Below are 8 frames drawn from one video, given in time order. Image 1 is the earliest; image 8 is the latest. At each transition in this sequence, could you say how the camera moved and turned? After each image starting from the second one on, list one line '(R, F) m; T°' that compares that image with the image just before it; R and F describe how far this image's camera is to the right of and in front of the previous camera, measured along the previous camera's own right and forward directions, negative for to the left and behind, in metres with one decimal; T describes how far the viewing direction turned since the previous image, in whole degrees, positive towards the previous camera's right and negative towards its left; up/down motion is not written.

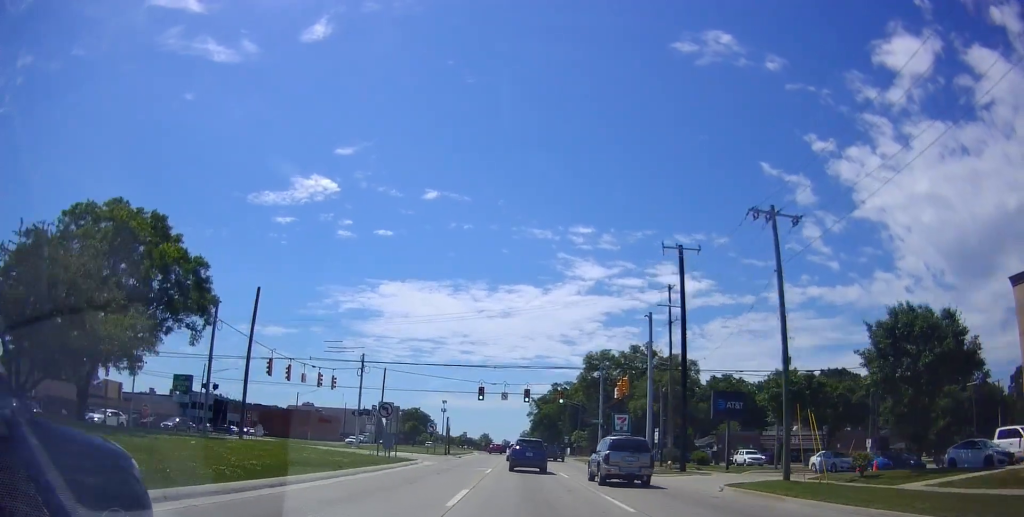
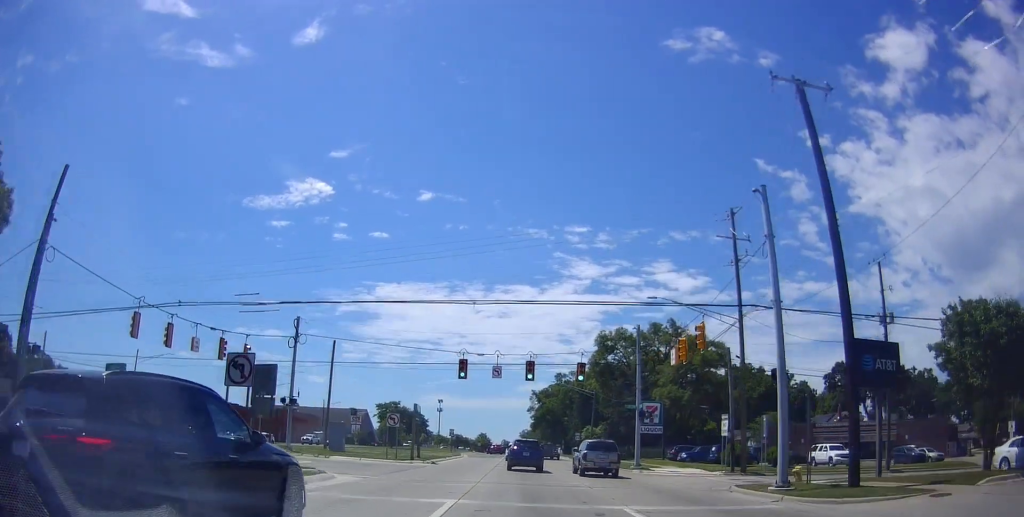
(-0.8, +17.9) m; 0°
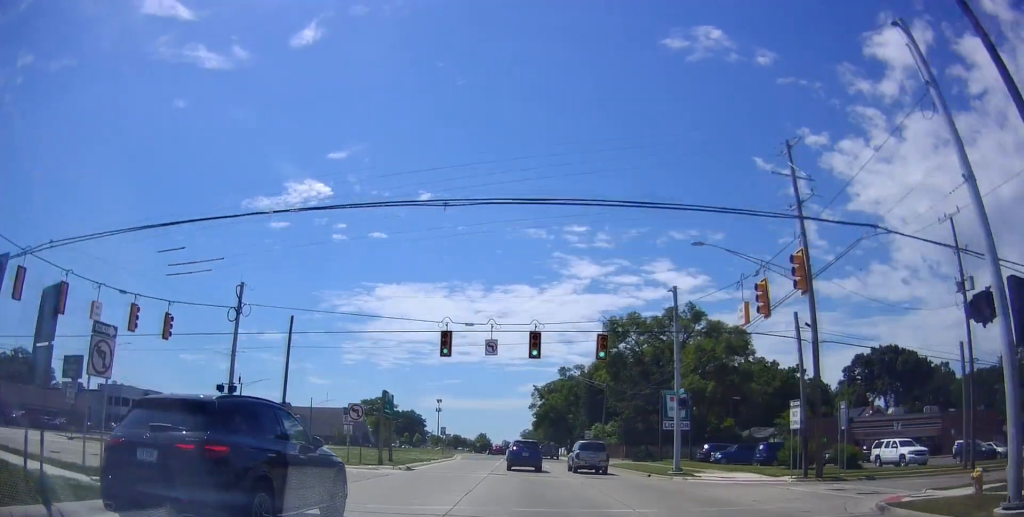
(+0.5, +9.4) m; +2°
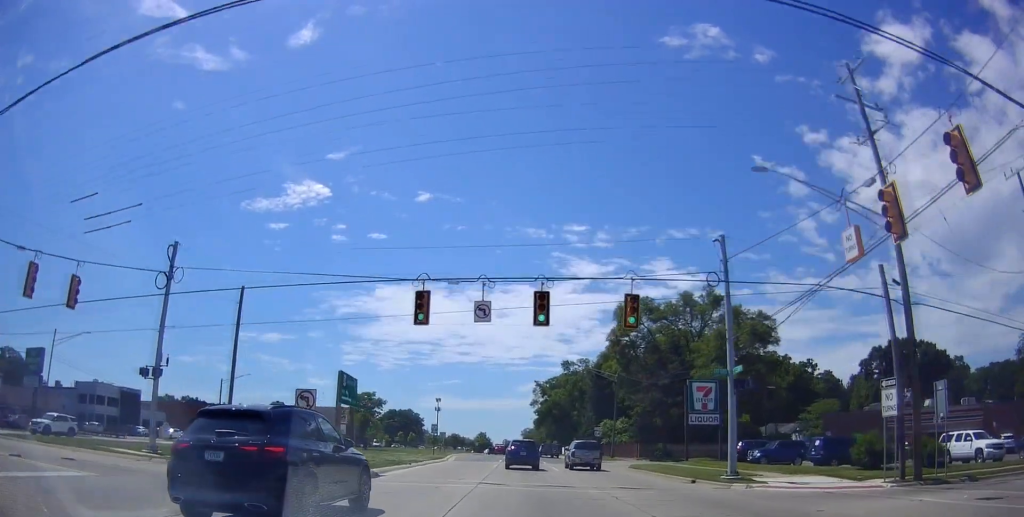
(+0.1, +7.5) m; 0°
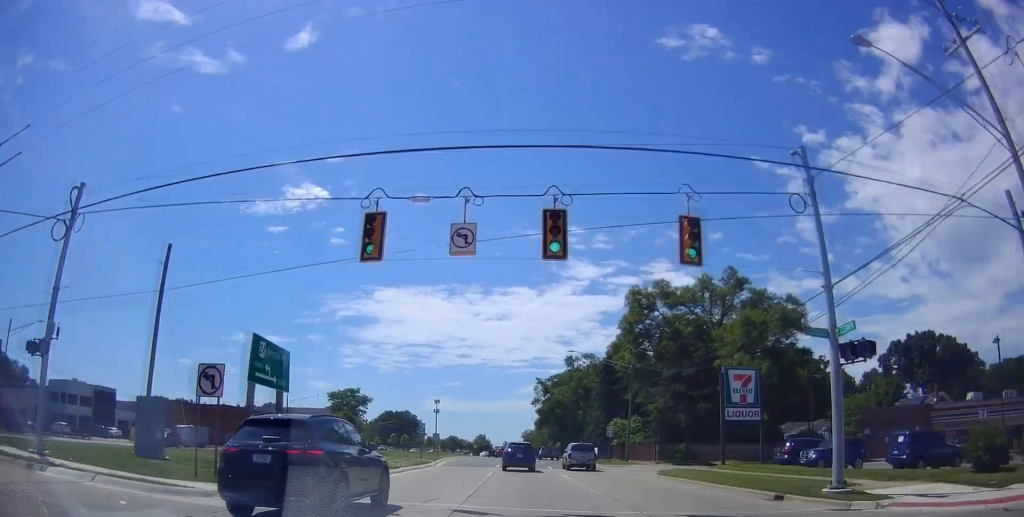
(+0.1, +7.6) m; -2°
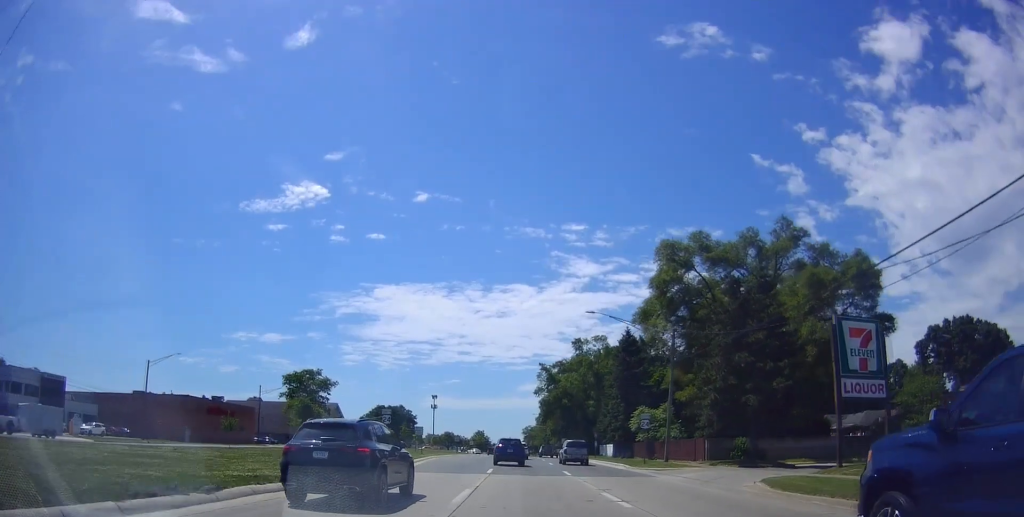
(-0.4, +13.5) m; -1°
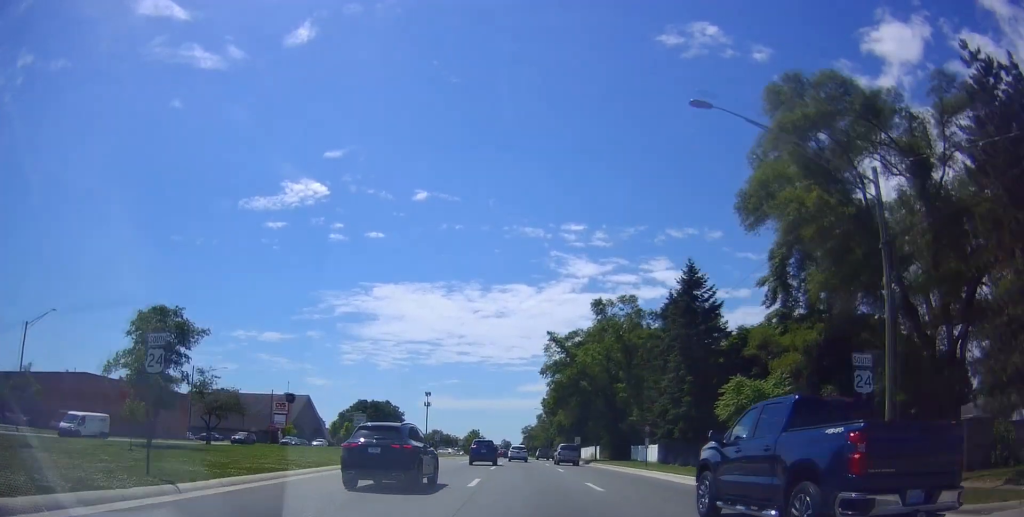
(+0.5, +23.6) m; +3°
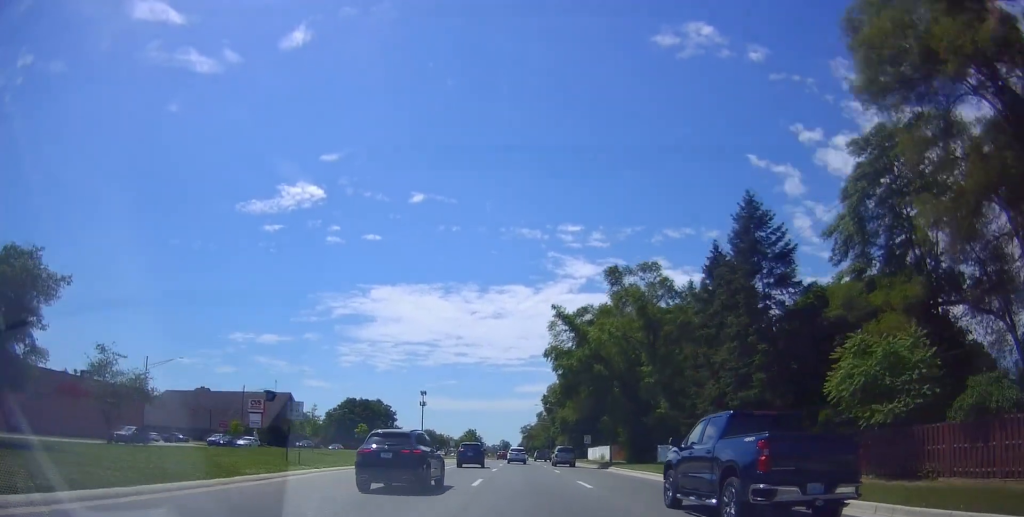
(0.0, +12.0) m; 0°
